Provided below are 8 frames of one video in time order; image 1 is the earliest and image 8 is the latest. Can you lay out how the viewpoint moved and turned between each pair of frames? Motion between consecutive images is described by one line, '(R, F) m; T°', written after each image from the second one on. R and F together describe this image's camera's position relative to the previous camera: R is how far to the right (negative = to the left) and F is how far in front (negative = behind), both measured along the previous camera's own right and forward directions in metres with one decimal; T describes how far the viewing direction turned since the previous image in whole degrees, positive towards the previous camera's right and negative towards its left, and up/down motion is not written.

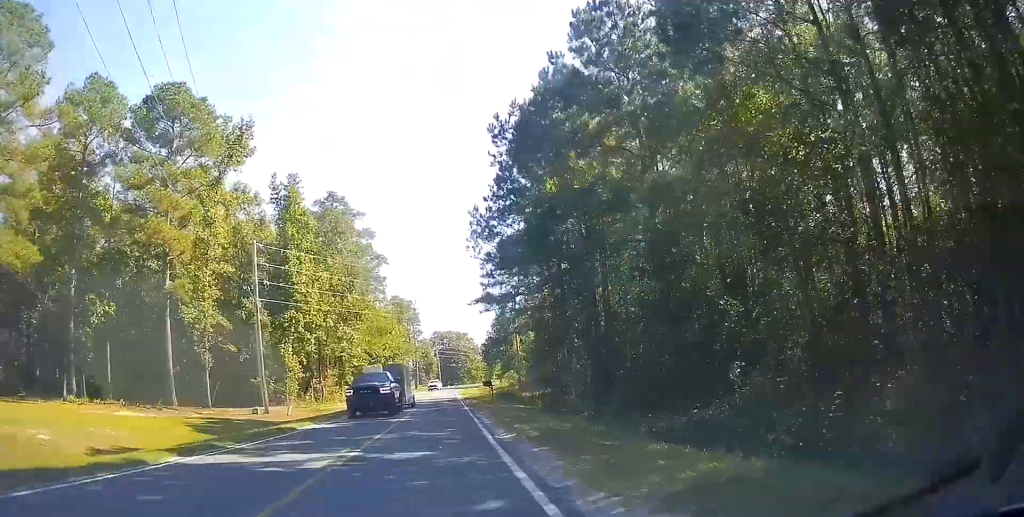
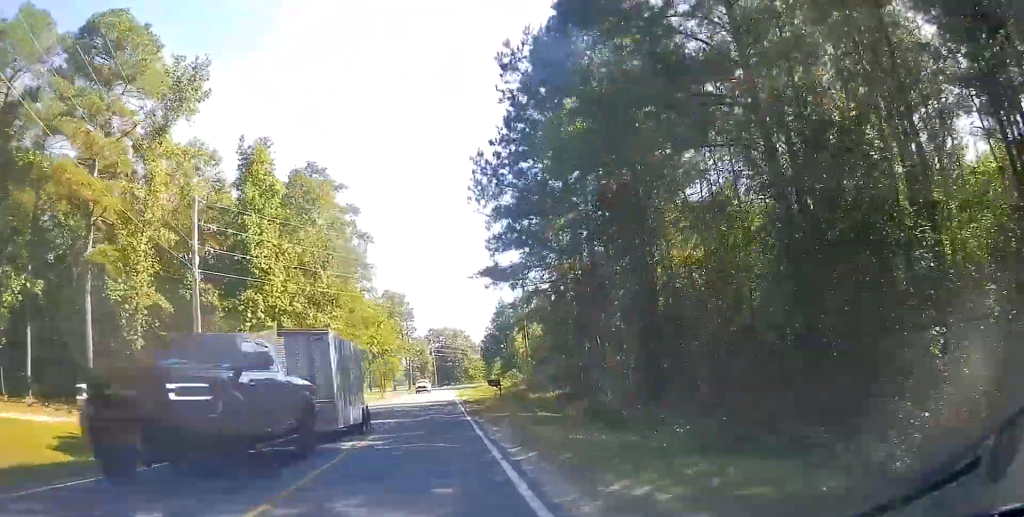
(-0.2, +10.0) m; 0°
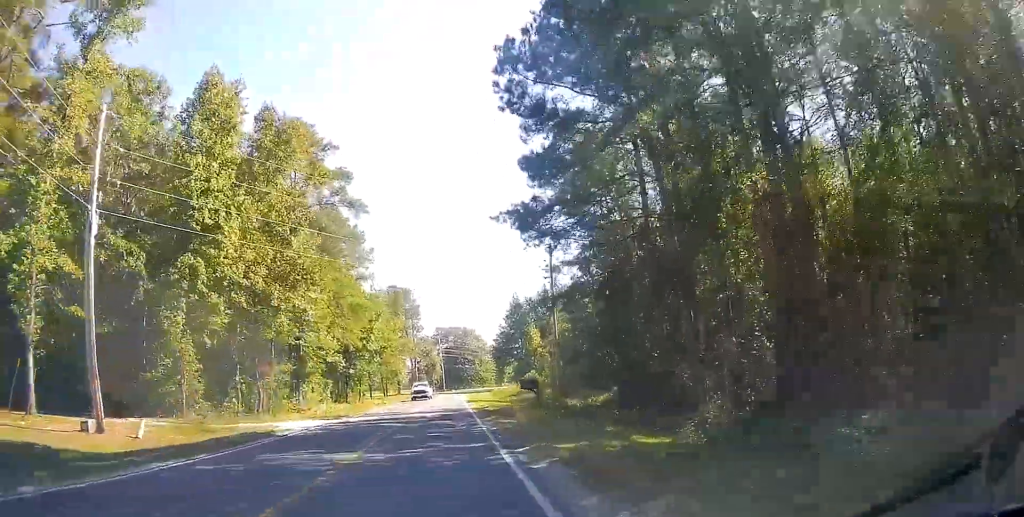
(-0.3, +11.5) m; 0°
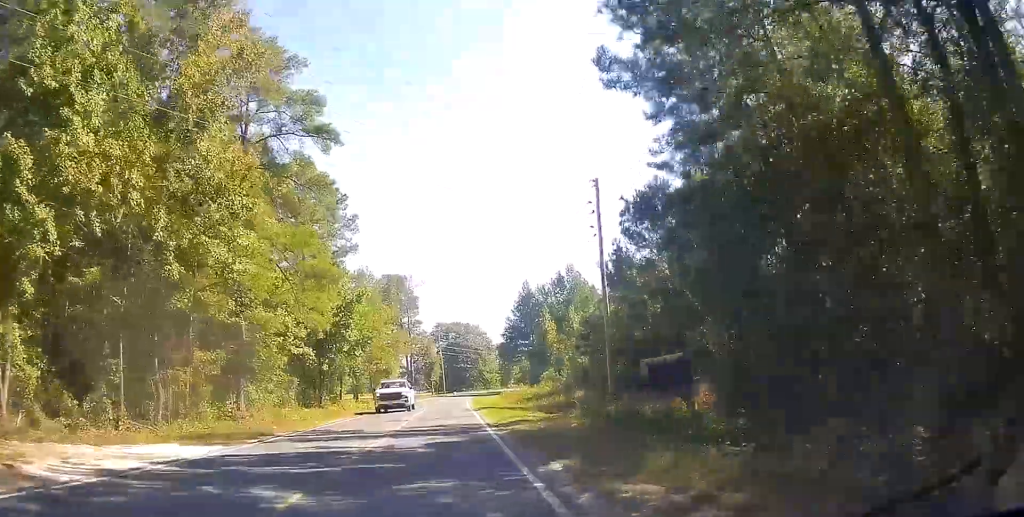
(+0.4, +14.2) m; 0°
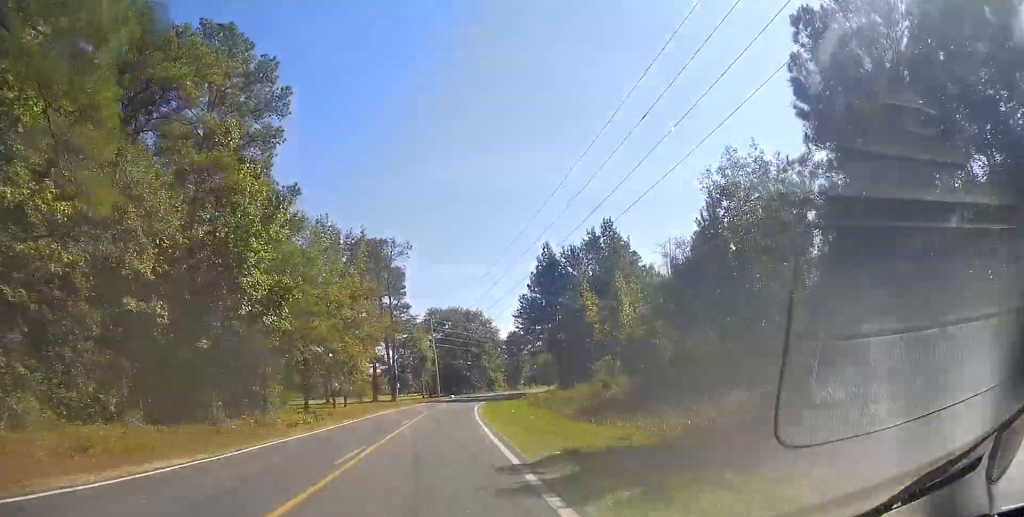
(-0.3, +25.7) m; -1°
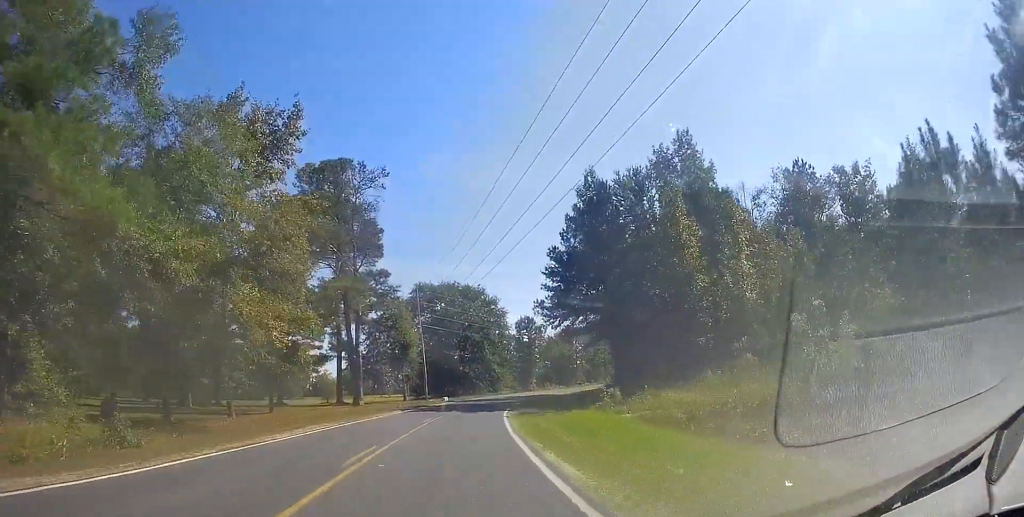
(+0.2, +25.6) m; +2°
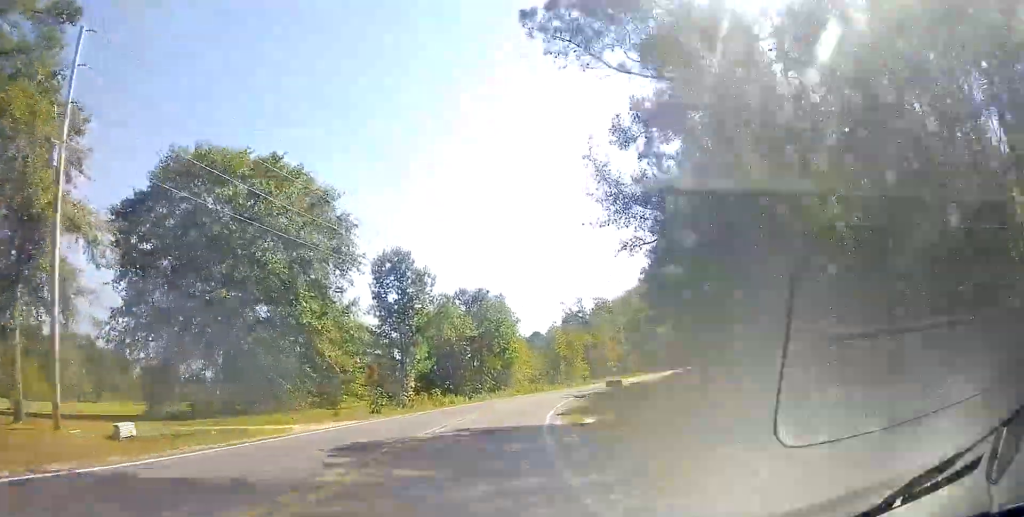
(+5.4, +46.7) m; +15°
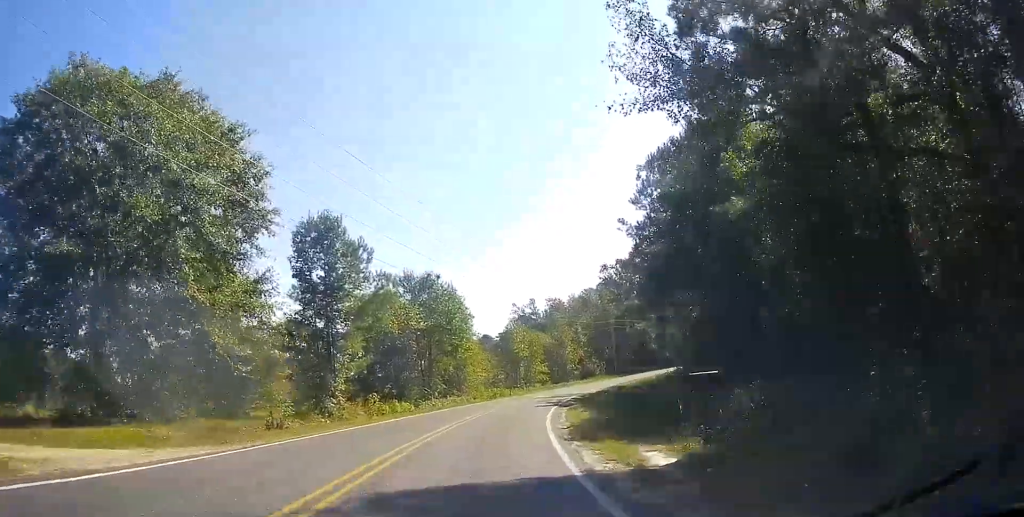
(+0.3, +9.6) m; +2°
